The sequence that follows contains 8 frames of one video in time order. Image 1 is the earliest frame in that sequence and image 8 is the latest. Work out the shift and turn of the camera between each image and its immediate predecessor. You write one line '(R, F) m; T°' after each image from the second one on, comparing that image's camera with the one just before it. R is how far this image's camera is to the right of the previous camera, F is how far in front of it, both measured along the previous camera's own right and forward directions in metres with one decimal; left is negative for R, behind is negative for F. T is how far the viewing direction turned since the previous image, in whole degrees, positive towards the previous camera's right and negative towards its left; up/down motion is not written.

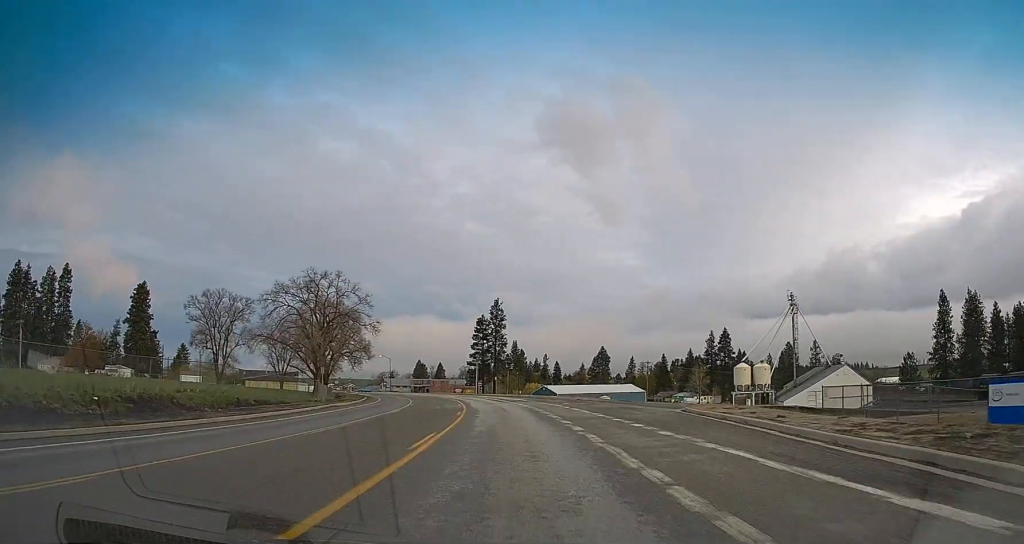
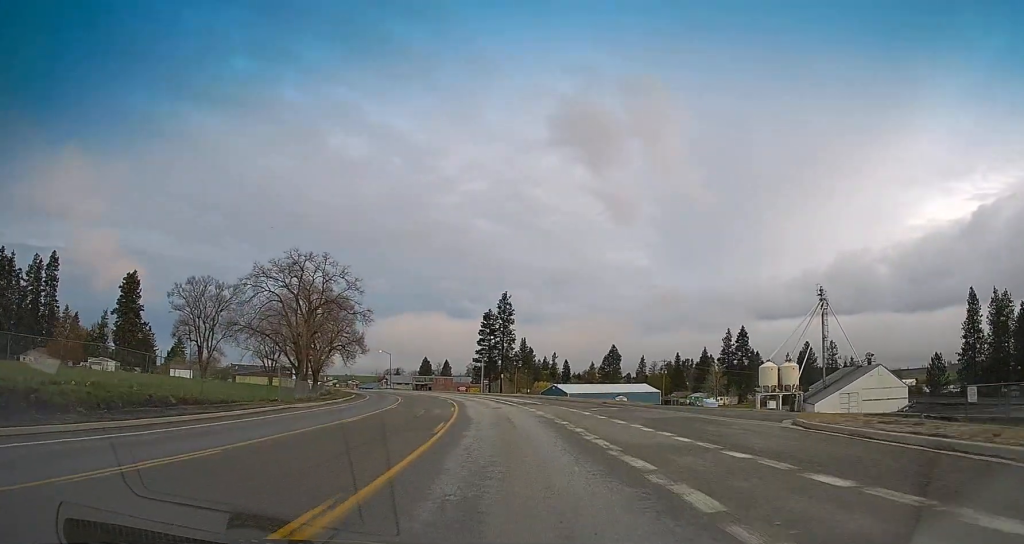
(-0.1, +10.9) m; 0°
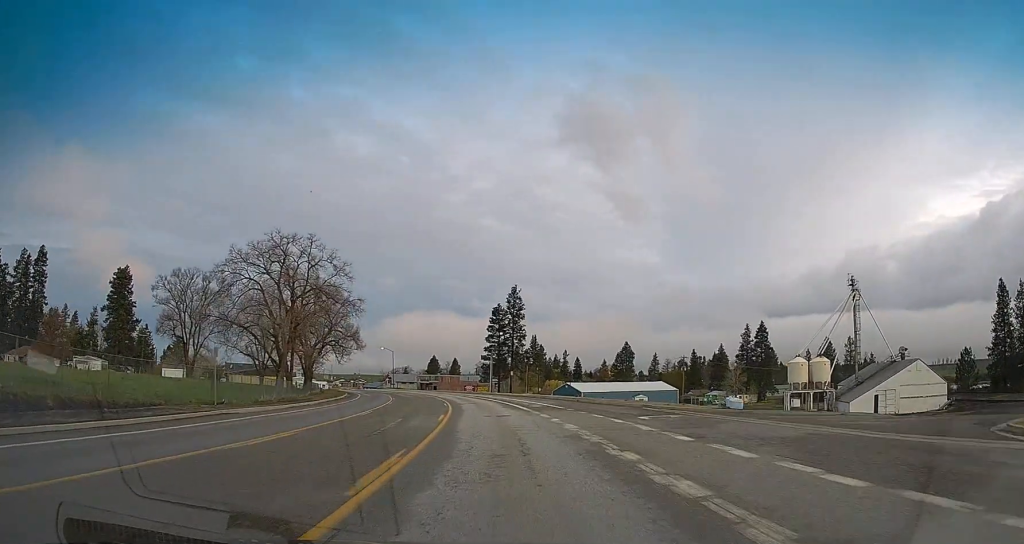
(0.0, +9.8) m; 0°
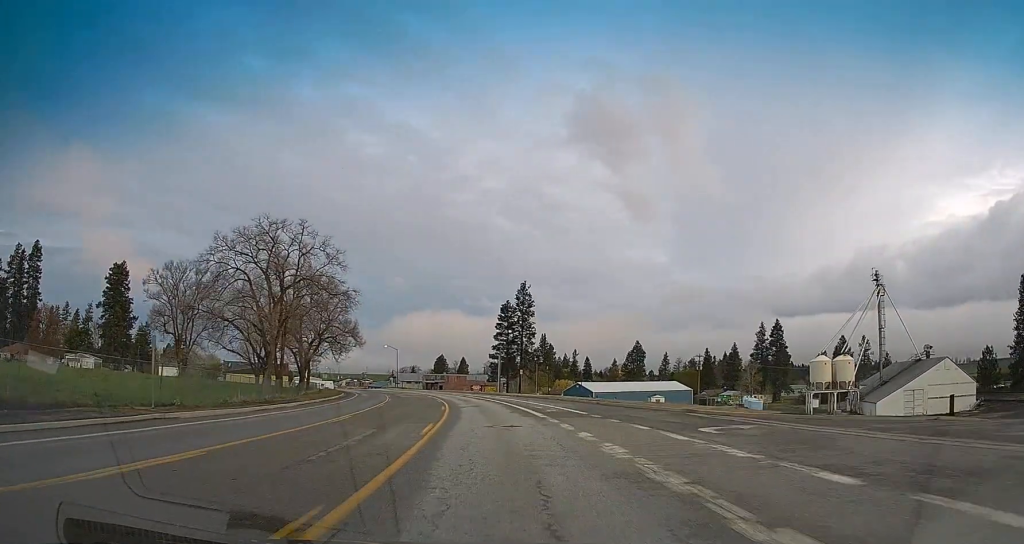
(0.0, +6.2) m; 0°
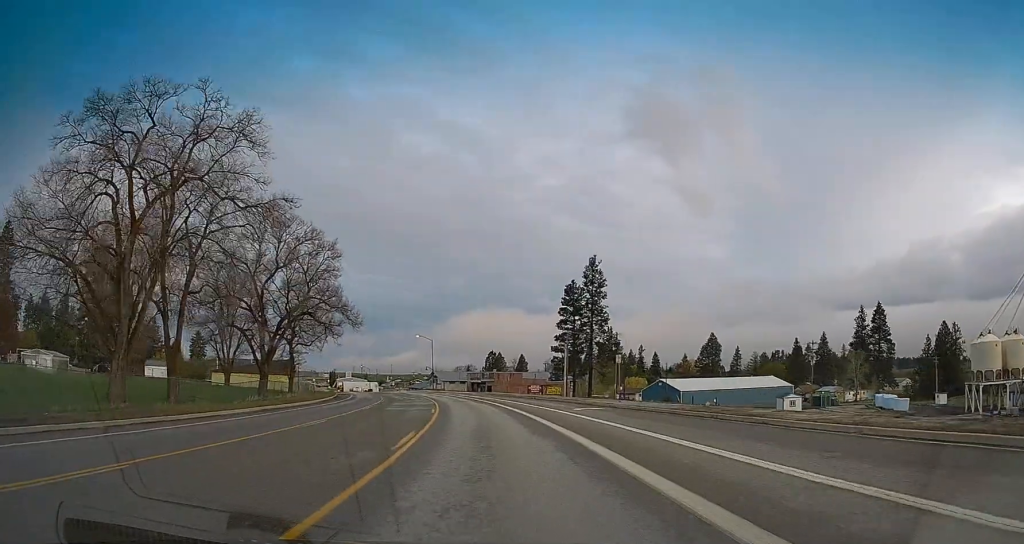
(-2.2, +33.2) m; -9°
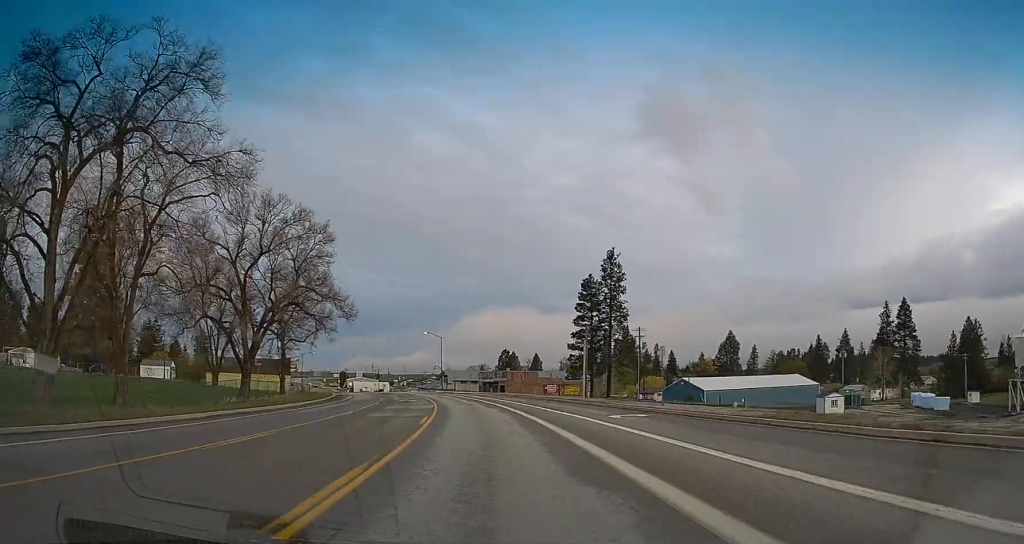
(-0.1, +7.4) m; -1°
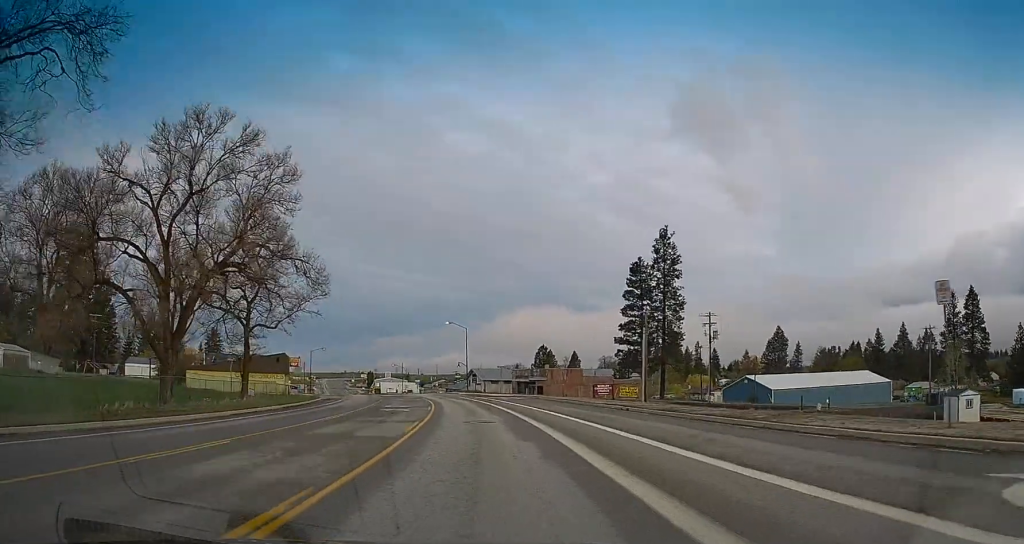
(-0.1, +18.5) m; -1°
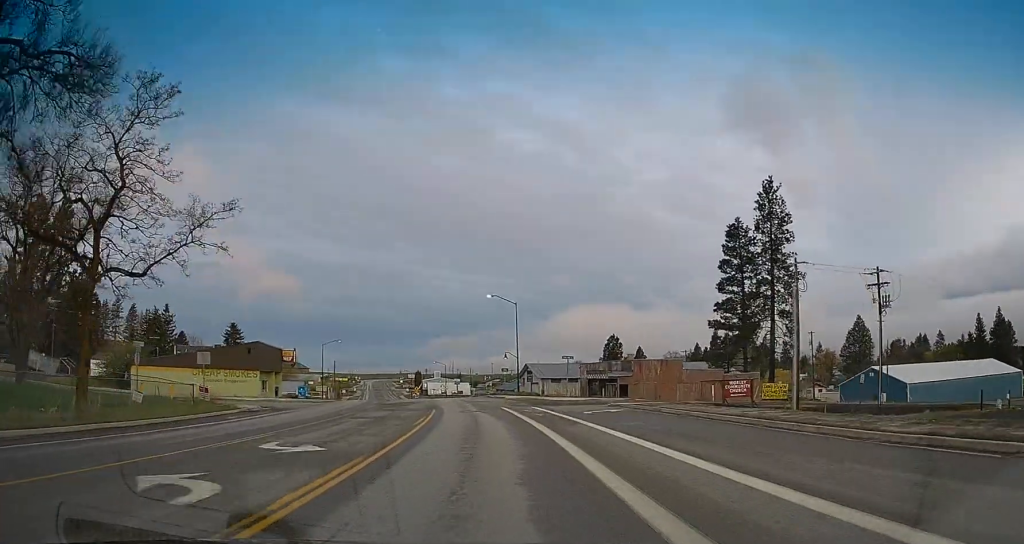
(-0.8, +27.3) m; -4°
